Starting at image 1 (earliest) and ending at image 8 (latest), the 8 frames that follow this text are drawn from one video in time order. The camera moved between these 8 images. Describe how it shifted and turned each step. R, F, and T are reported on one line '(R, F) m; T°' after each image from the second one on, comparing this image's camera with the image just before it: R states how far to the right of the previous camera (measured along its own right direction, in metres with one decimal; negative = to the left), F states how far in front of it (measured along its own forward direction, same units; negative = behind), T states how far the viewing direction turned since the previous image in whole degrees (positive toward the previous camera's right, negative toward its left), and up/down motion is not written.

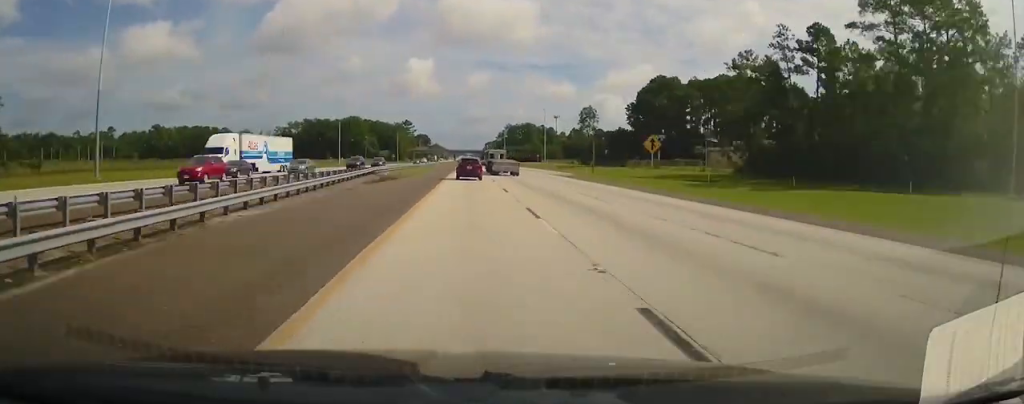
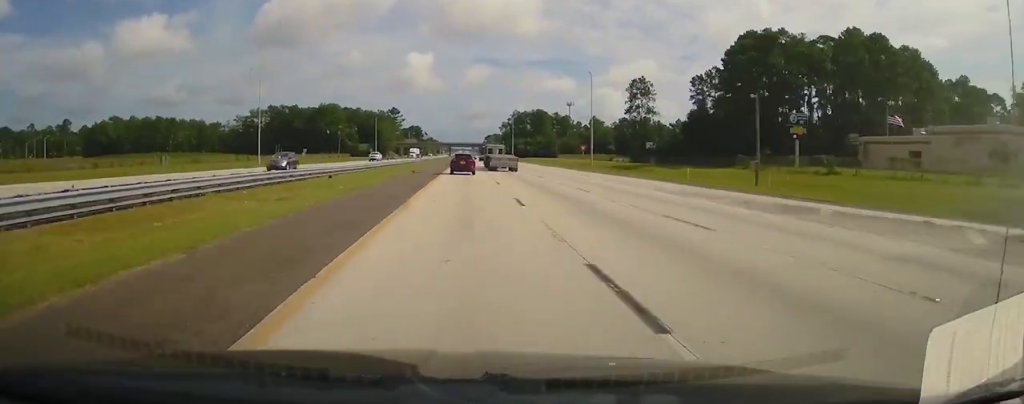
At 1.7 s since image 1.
(+0.1, +57.9) m; 0°
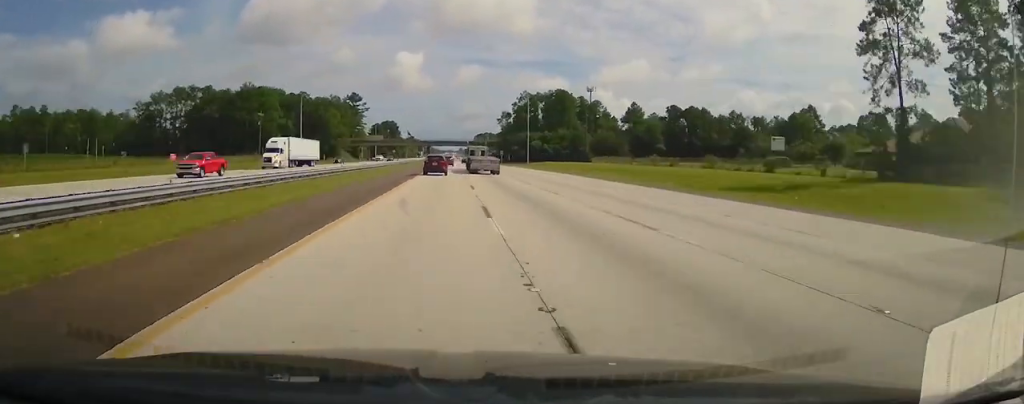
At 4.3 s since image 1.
(+0.2, +84.8) m; 0°
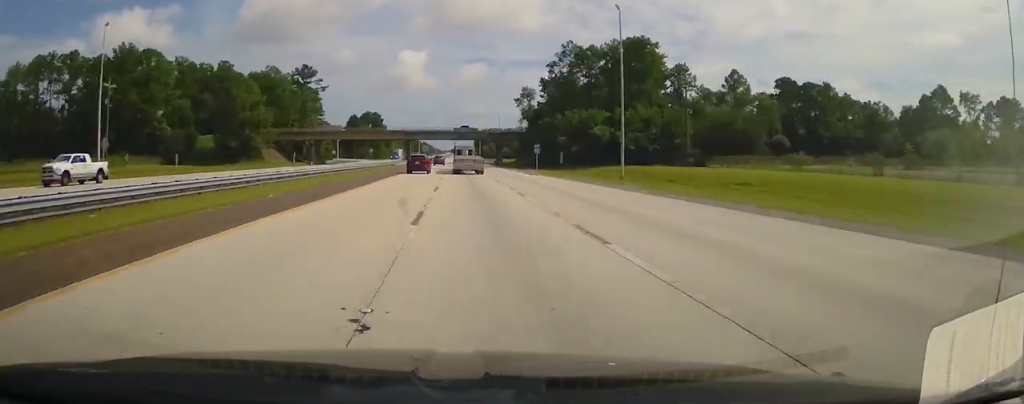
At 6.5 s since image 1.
(+0.1, +75.8) m; 0°
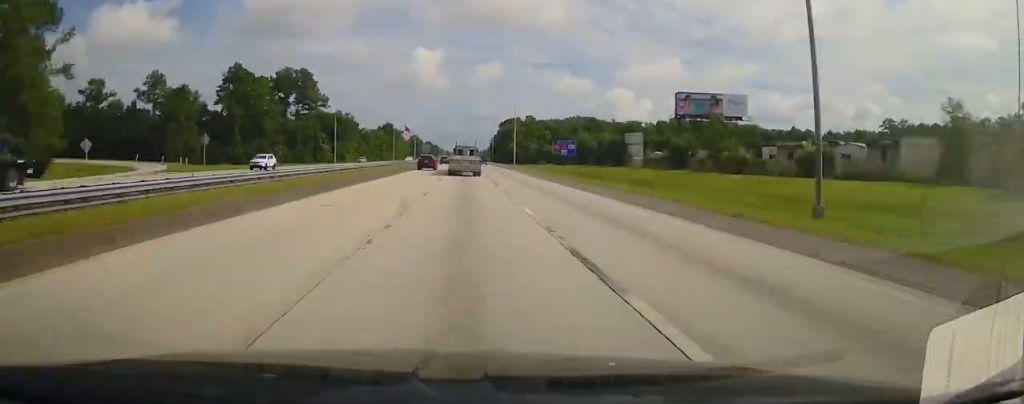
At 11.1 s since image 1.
(-0.6, +150.7) m; 0°
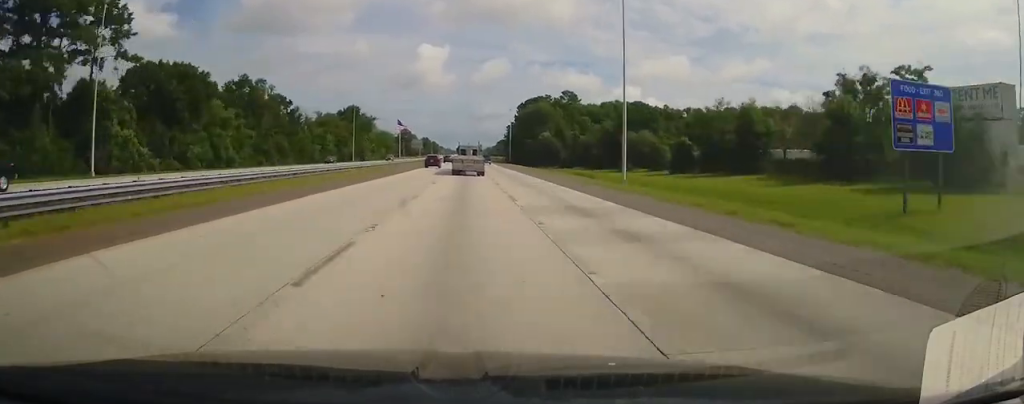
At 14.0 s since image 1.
(+0.1, +97.1) m; 0°
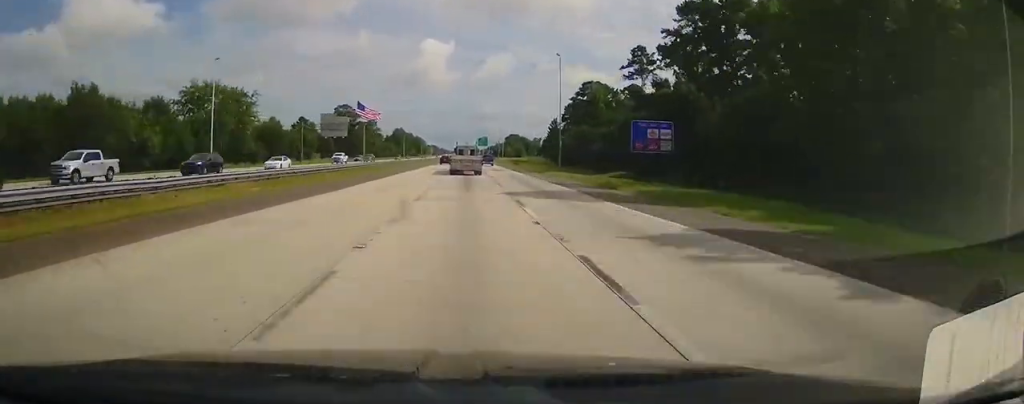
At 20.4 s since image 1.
(+0.2, +211.3) m; -1°
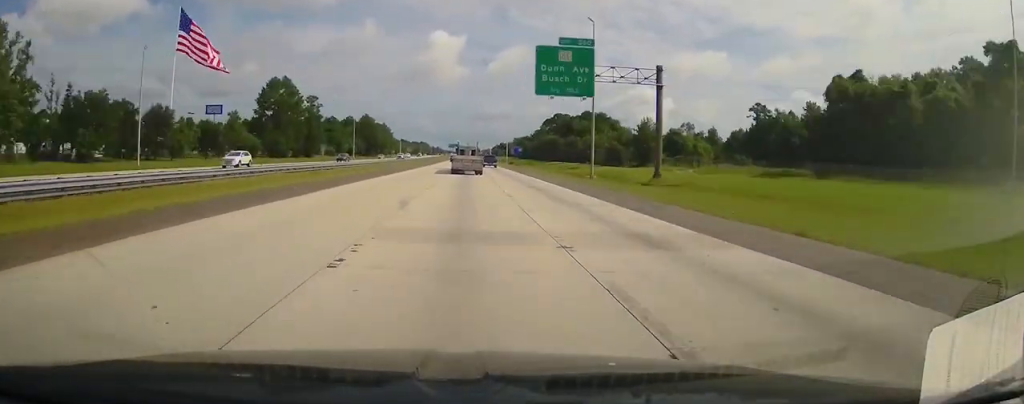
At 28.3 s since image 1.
(-0.4, +259.2) m; 0°
